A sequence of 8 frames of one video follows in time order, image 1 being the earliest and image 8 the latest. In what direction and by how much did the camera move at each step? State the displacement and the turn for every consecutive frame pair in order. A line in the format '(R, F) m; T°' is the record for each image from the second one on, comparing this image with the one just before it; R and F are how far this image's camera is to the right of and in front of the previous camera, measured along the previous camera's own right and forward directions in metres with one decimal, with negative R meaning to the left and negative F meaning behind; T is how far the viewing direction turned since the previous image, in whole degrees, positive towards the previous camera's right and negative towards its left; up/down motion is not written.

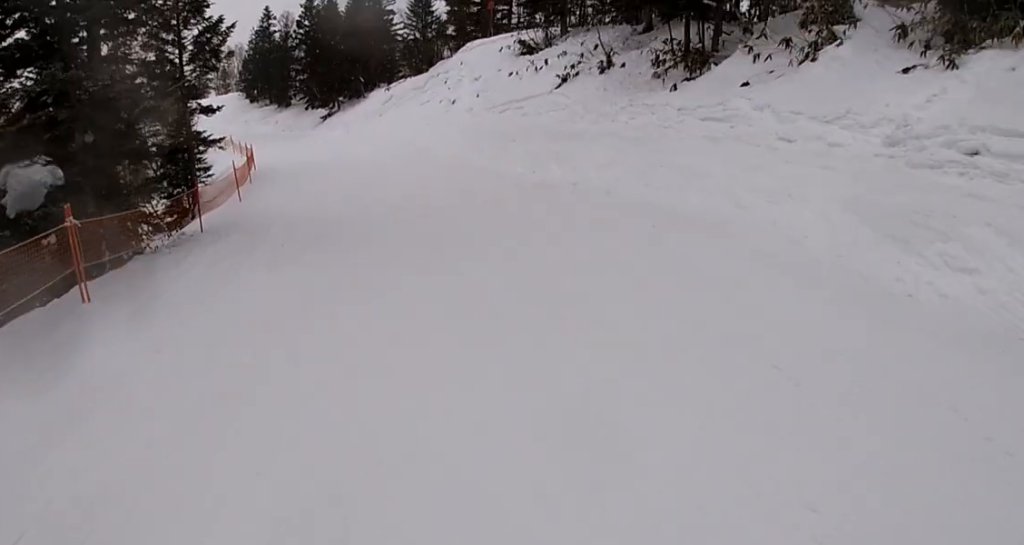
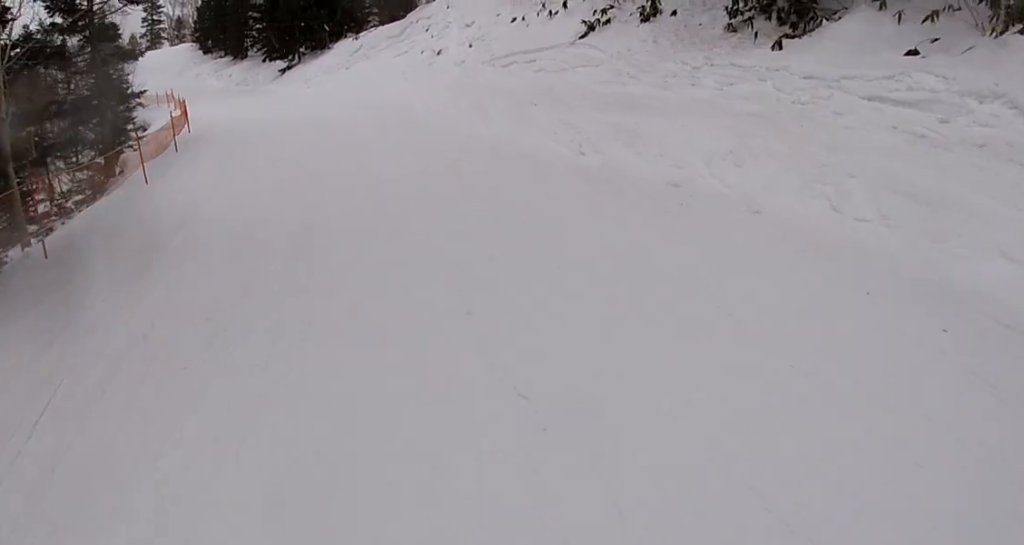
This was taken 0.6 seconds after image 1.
(-0.3, +5.1) m; +5°
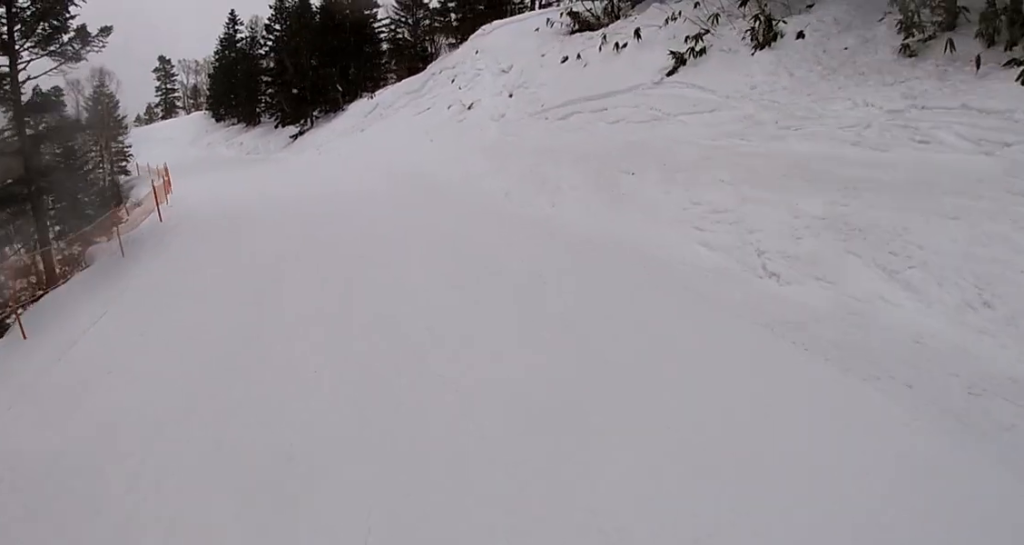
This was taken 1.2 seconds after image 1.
(+0.9, +4.9) m; -4°
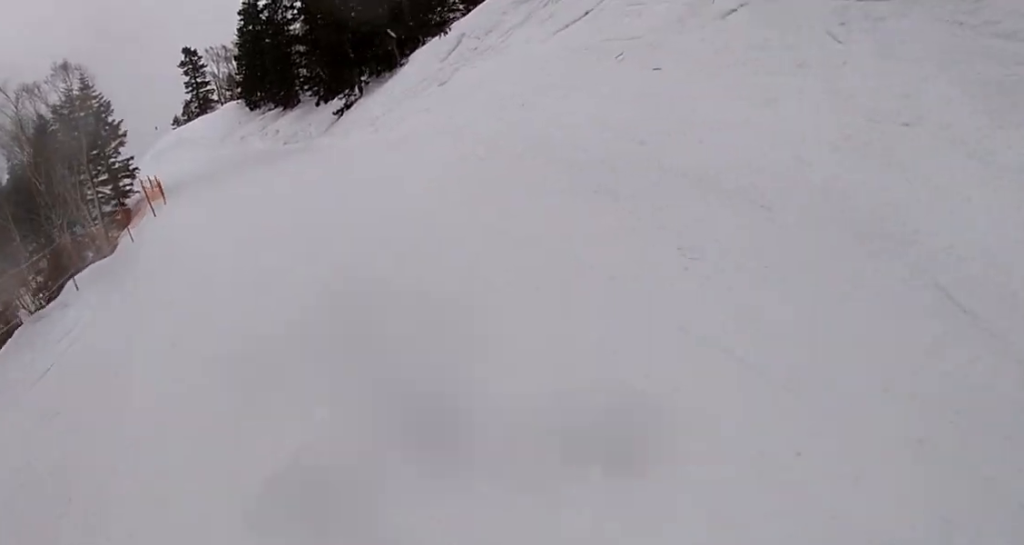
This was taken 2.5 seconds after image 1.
(-2.2, +11.2) m; -20°
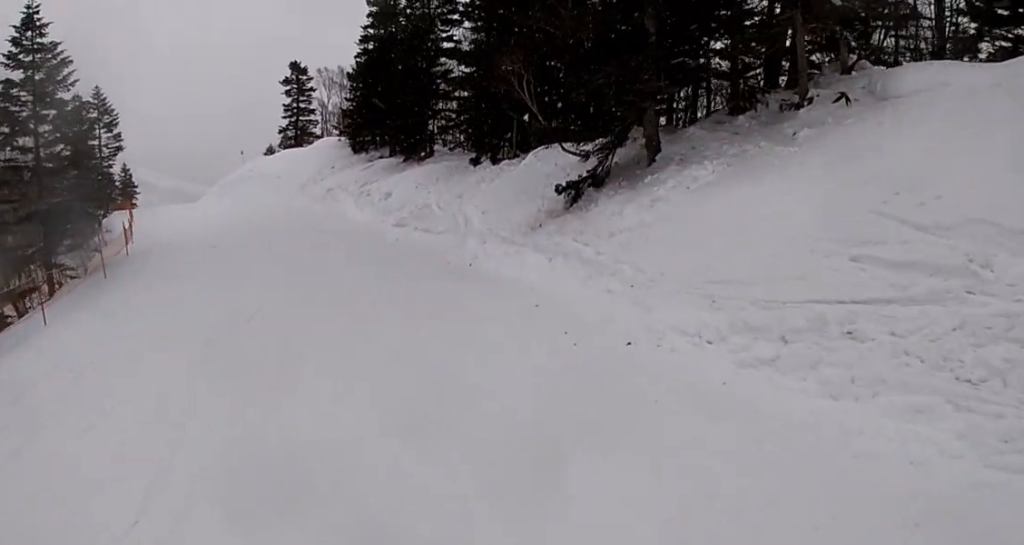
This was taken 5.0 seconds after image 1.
(+2.3, +20.4) m; +4°
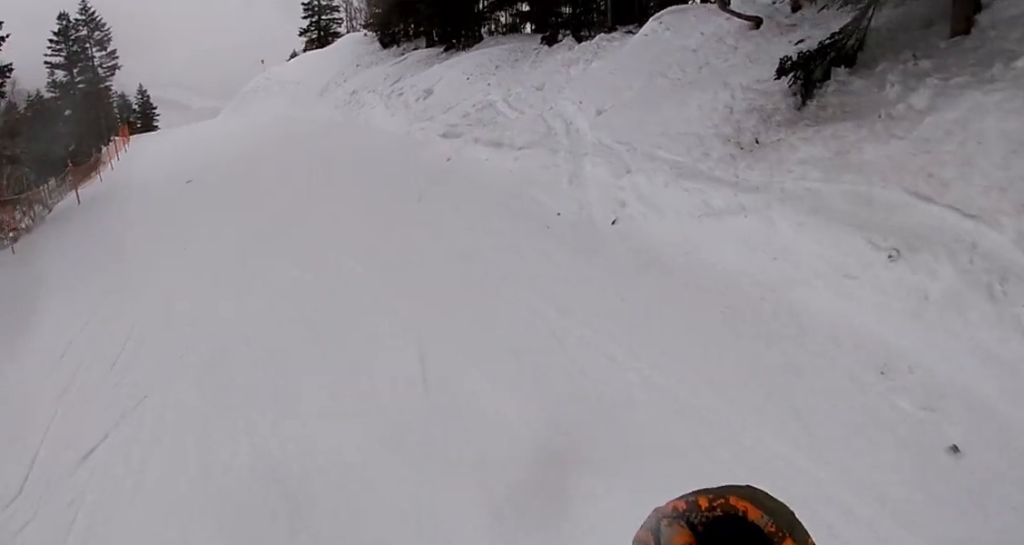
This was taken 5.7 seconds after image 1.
(-0.5, +5.6) m; -6°
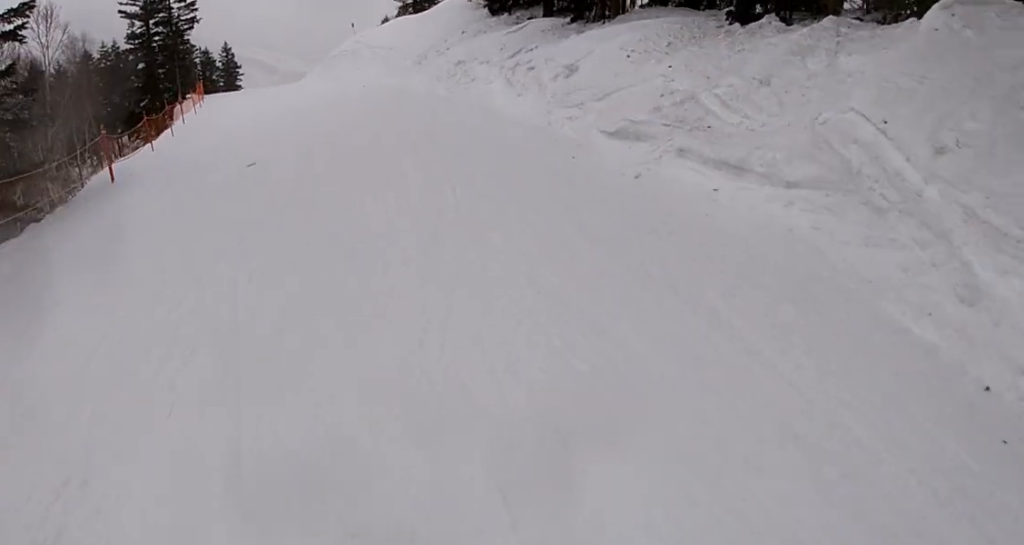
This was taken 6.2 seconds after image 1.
(0.0, +3.7) m; -4°
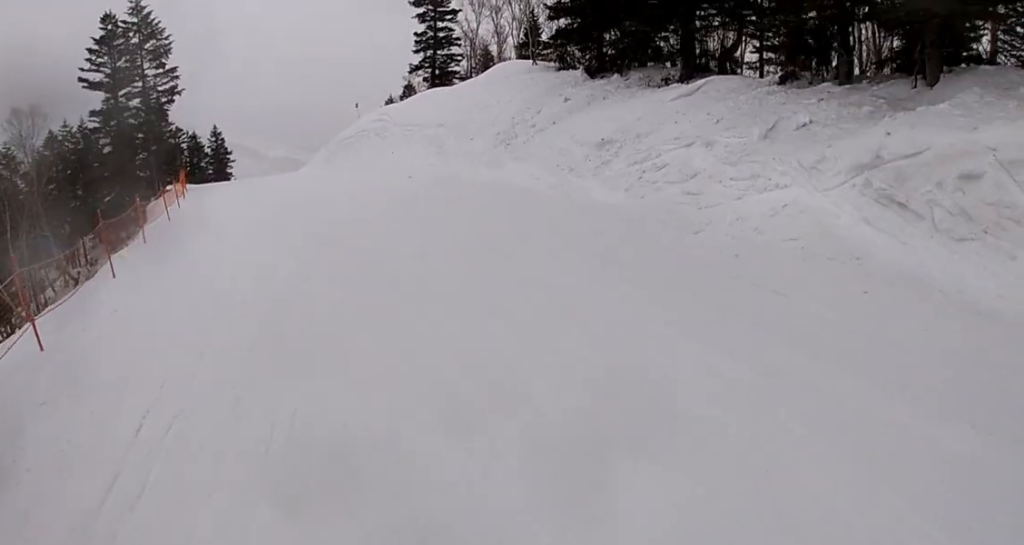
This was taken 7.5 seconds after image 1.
(-0.9, +9.6) m; -3°
